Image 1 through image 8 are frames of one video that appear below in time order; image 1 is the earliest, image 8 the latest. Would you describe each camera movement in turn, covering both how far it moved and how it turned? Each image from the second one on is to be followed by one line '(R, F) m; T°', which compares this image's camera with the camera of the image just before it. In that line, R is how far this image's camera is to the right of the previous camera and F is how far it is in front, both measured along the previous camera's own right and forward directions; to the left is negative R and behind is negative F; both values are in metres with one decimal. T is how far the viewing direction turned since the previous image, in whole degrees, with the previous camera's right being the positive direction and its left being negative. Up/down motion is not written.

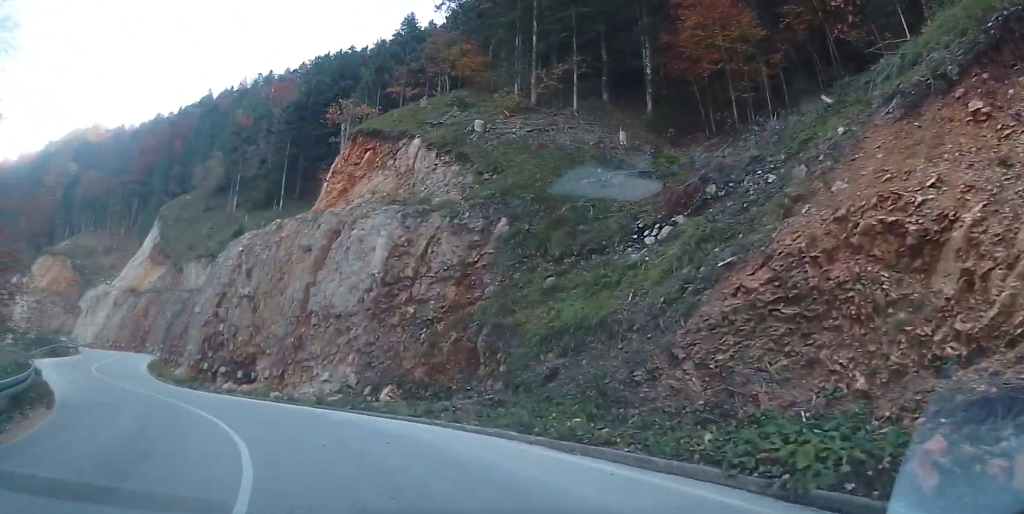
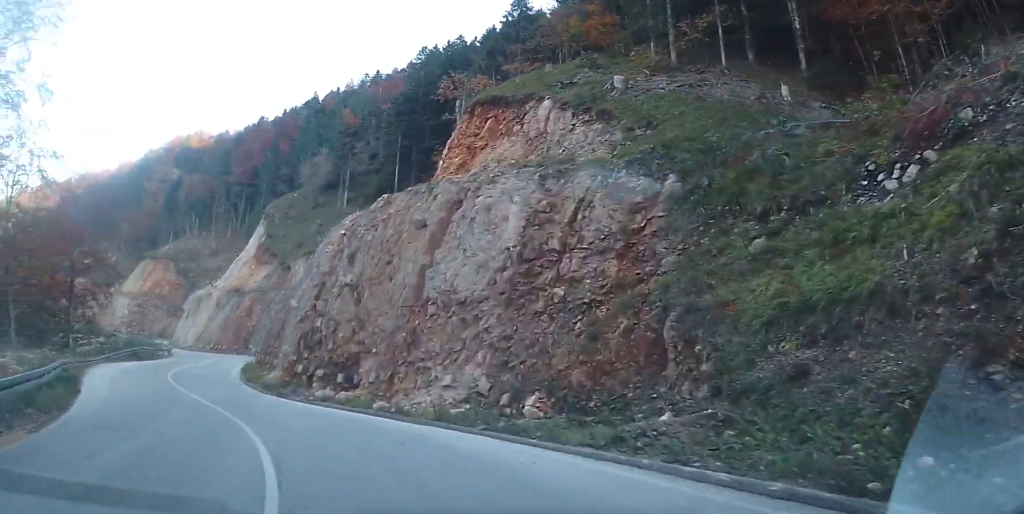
(-0.2, +5.7) m; -6°
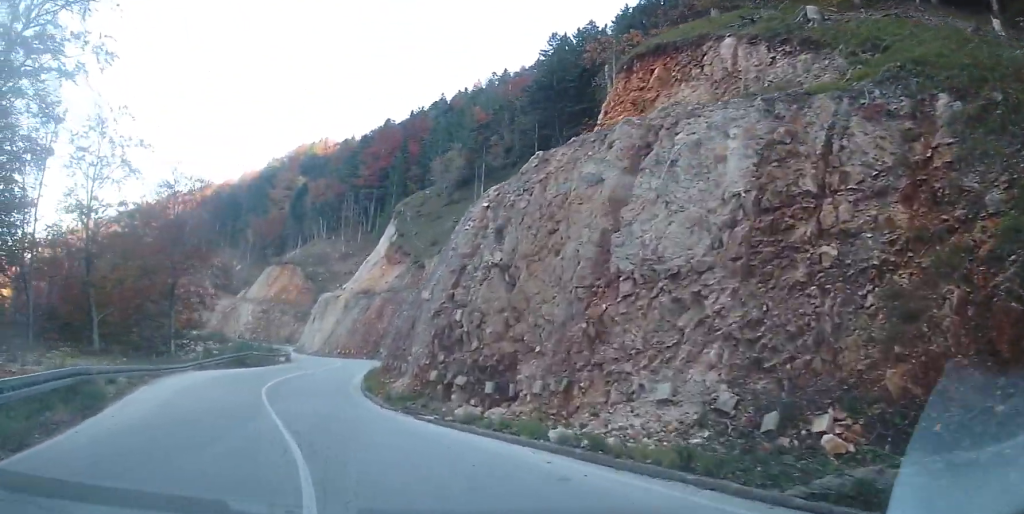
(-0.6, +6.7) m; -11°
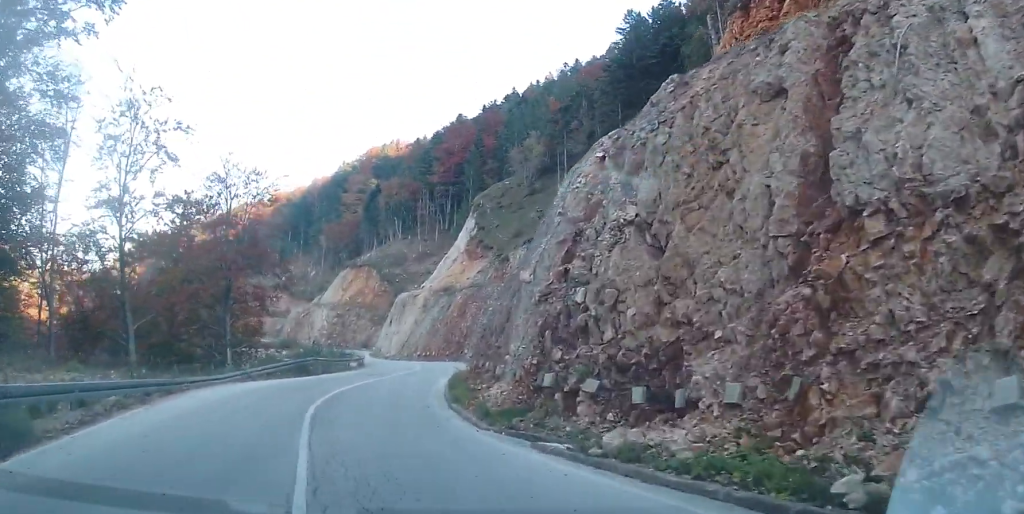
(-0.3, +5.9) m; -10°
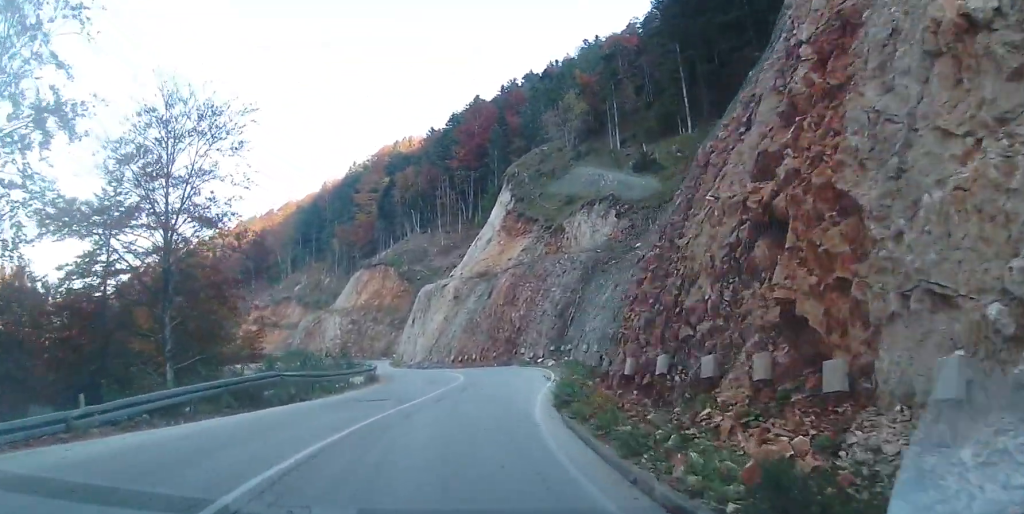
(-3.7, +16.5) m; -12°
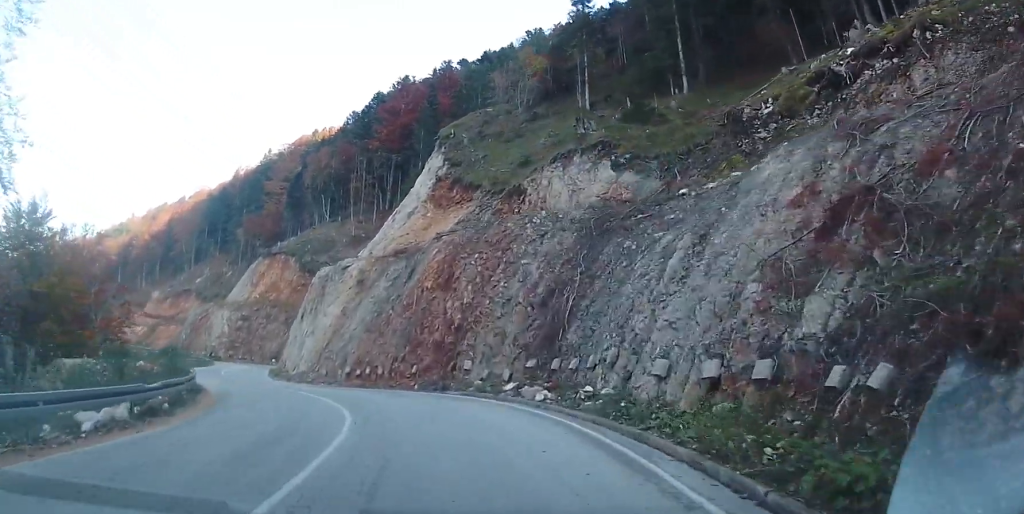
(+1.8, +18.2) m; +9°
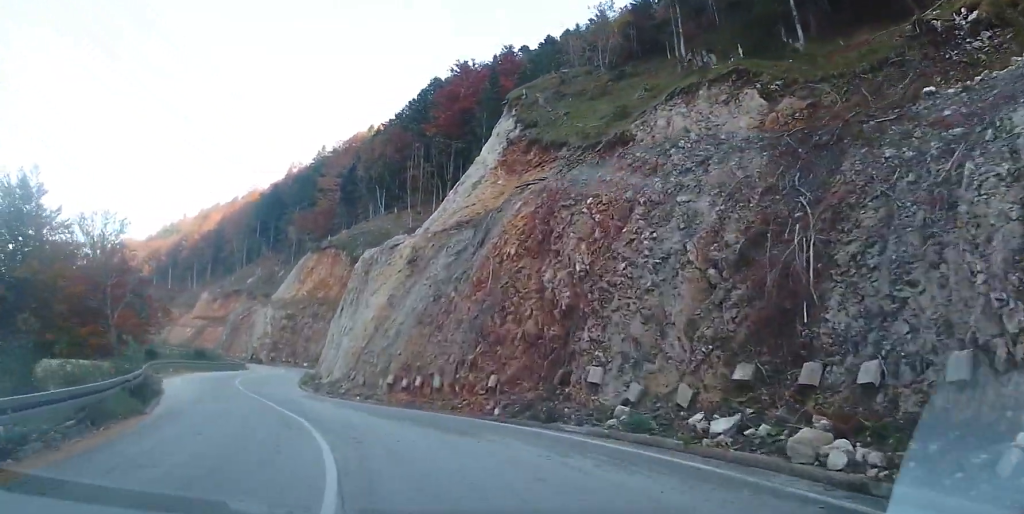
(+0.2, +10.5) m; -4°
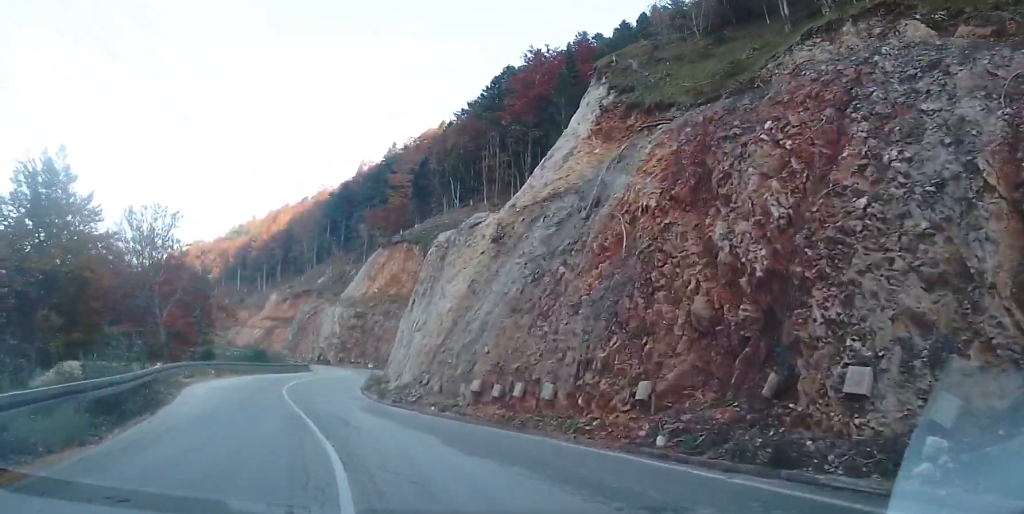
(+0.2, +5.9) m; -8°
